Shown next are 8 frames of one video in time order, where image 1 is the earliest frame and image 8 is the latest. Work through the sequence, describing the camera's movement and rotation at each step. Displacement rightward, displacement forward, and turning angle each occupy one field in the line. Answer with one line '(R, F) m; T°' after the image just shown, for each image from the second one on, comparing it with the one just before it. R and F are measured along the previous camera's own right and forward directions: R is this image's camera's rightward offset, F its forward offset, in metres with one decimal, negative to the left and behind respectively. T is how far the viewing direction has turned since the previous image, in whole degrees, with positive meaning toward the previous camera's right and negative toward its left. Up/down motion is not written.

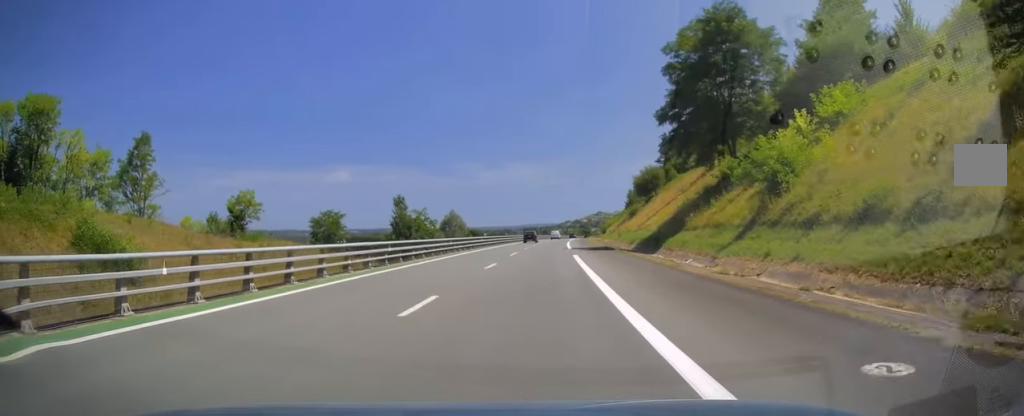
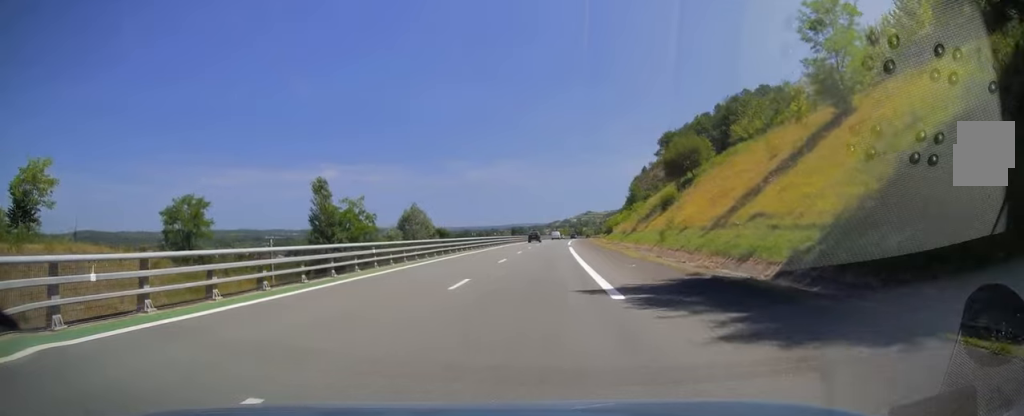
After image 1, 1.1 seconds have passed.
(0.0, +34.3) m; +1°
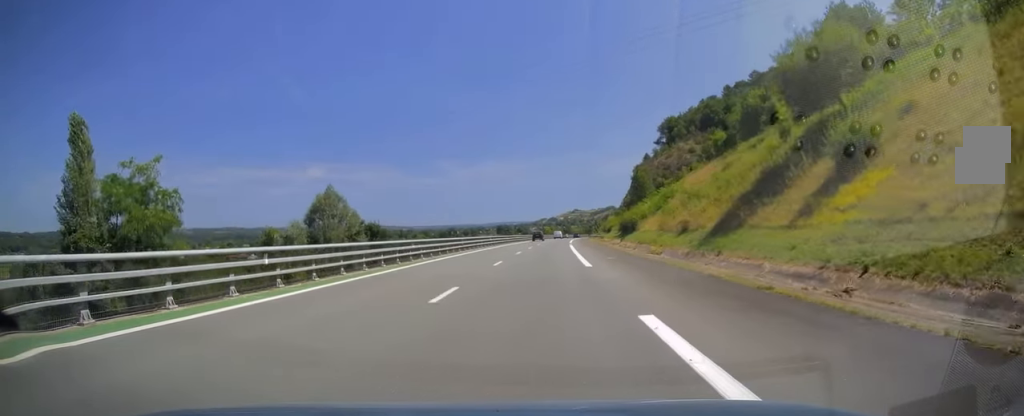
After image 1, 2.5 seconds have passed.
(+0.7, +41.8) m; +2°
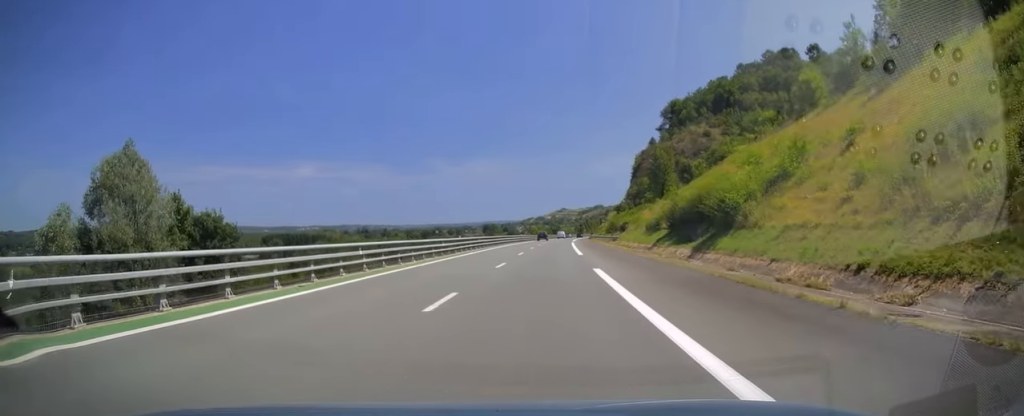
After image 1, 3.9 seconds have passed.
(+0.3, +40.2) m; +1°
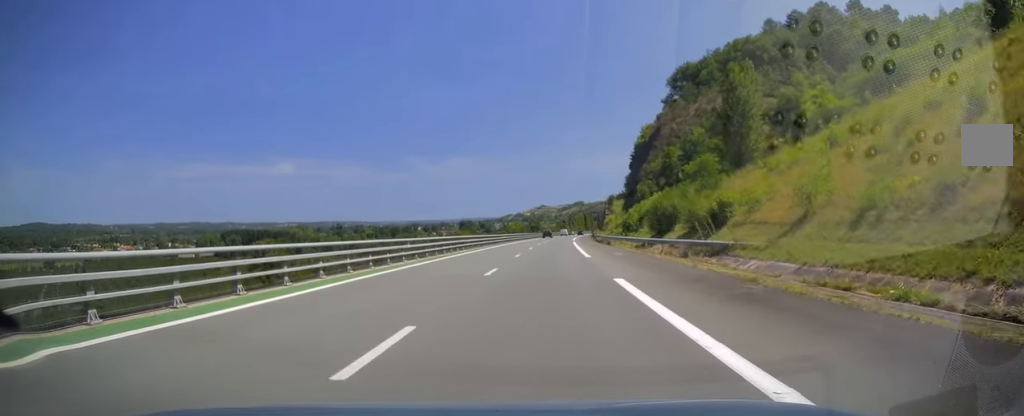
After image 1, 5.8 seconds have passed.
(+1.1, +57.2) m; +2°
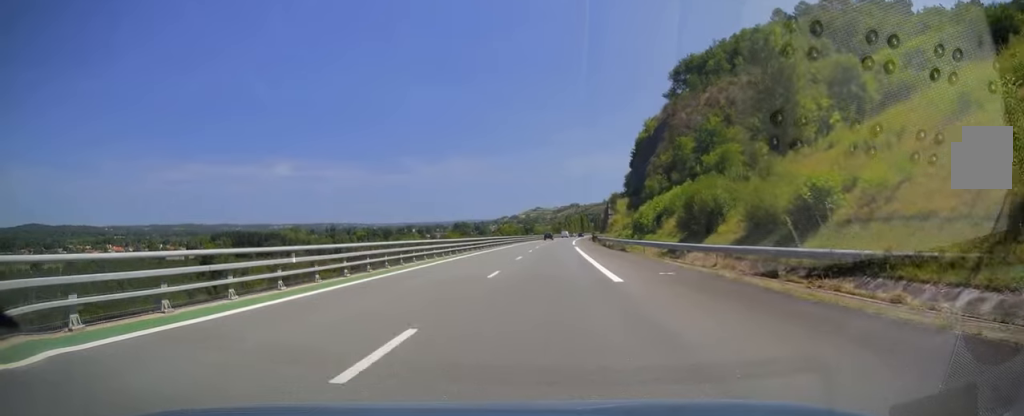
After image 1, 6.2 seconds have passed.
(-0.2, +12.9) m; 0°
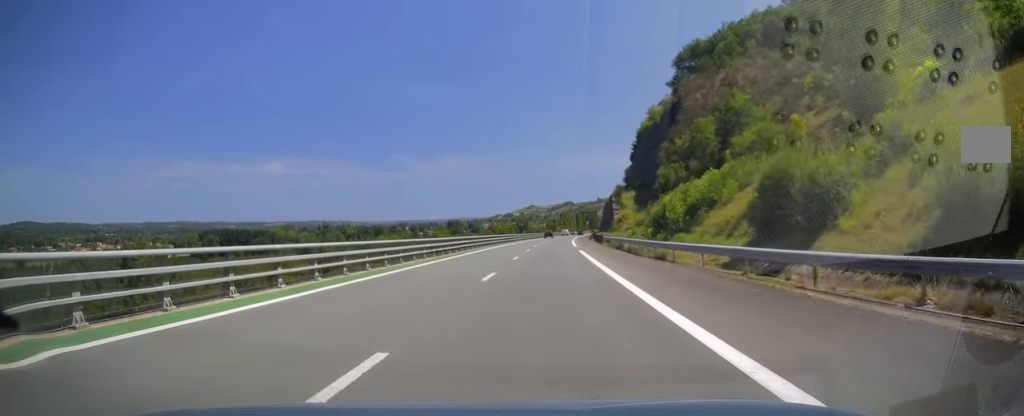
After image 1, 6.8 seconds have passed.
(+0.1, +14.9) m; +1°
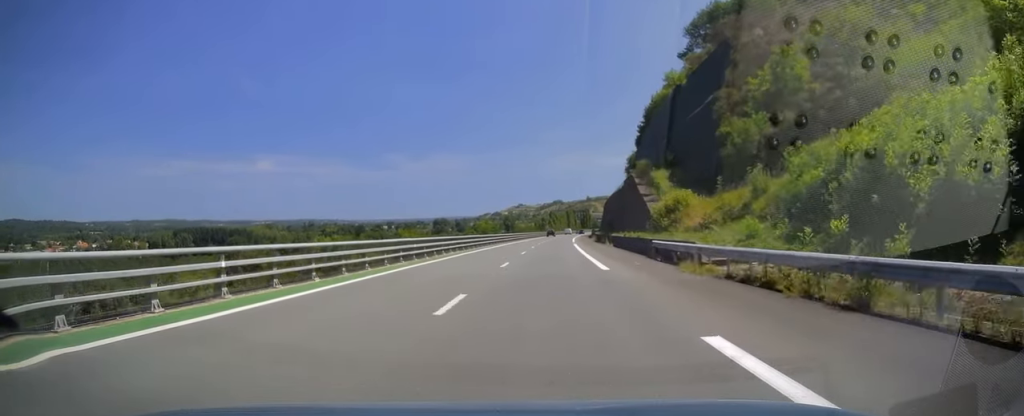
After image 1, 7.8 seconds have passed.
(+0.6, +32.8) m; +2°
